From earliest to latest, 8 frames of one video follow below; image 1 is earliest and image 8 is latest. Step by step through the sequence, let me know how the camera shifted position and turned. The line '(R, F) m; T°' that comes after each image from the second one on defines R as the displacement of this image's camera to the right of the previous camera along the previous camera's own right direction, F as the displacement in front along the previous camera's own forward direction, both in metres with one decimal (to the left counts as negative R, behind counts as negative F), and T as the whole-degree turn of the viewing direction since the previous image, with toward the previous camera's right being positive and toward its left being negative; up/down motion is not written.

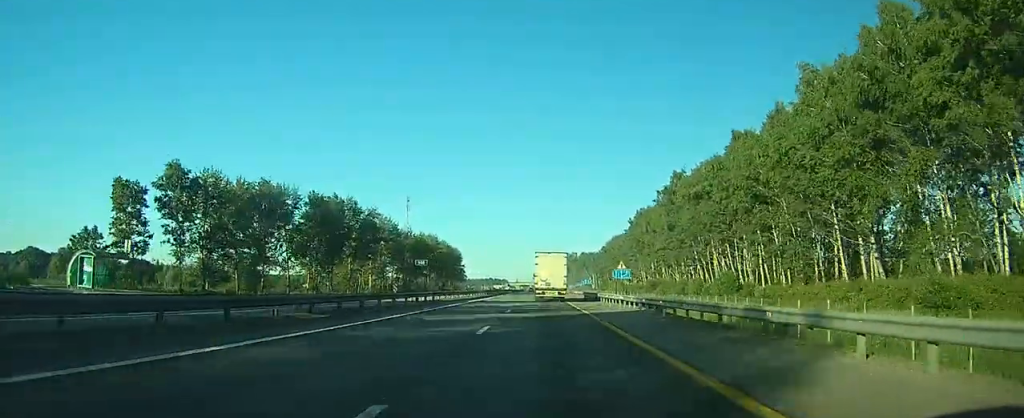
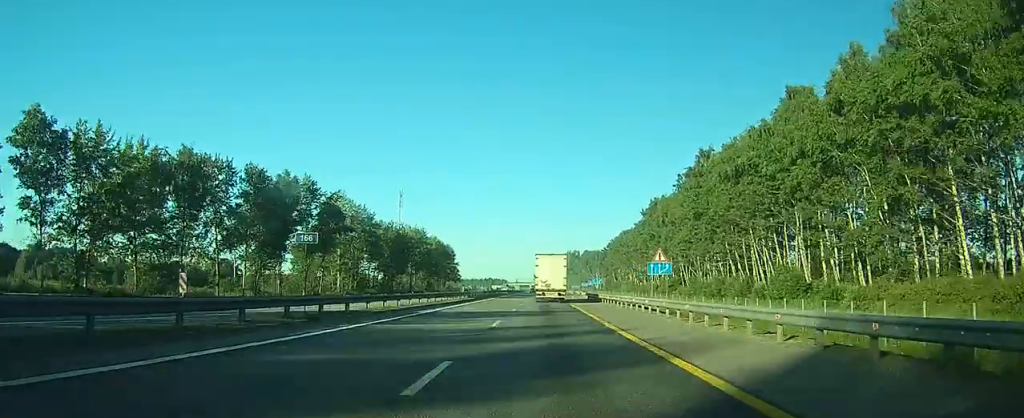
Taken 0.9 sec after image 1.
(-0.1, +20.5) m; 0°
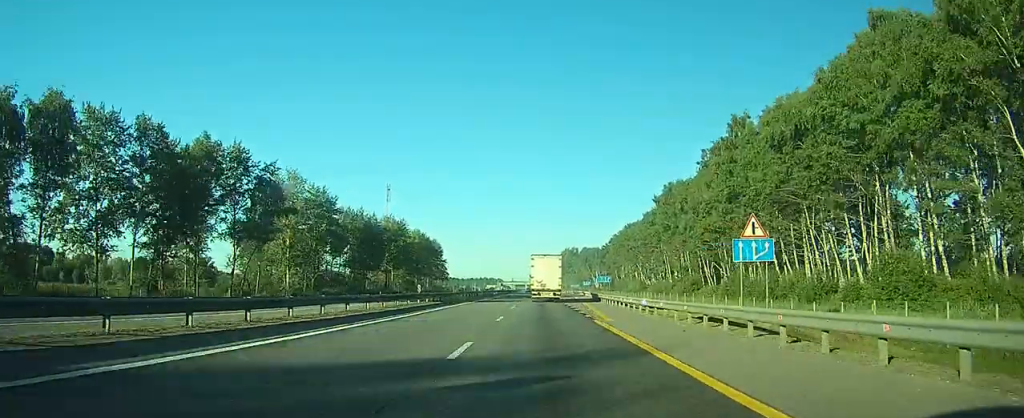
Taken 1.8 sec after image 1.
(0.0, +20.4) m; 0°
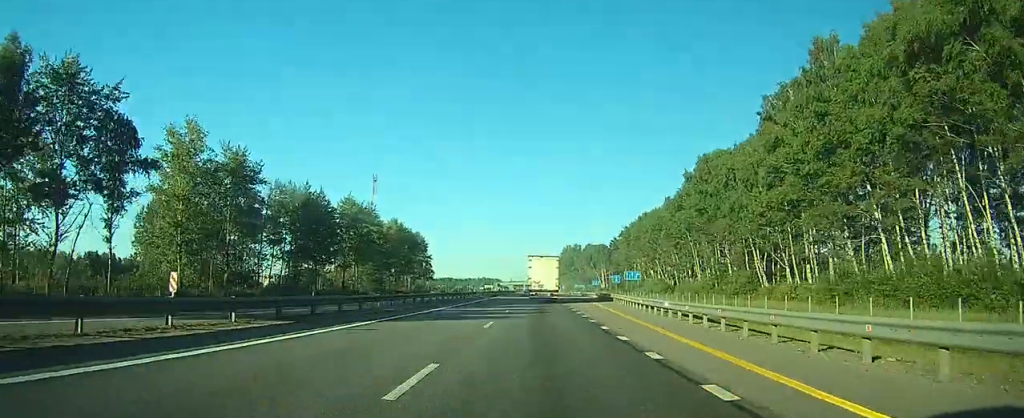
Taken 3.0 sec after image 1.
(+0.2, +27.3) m; +1°
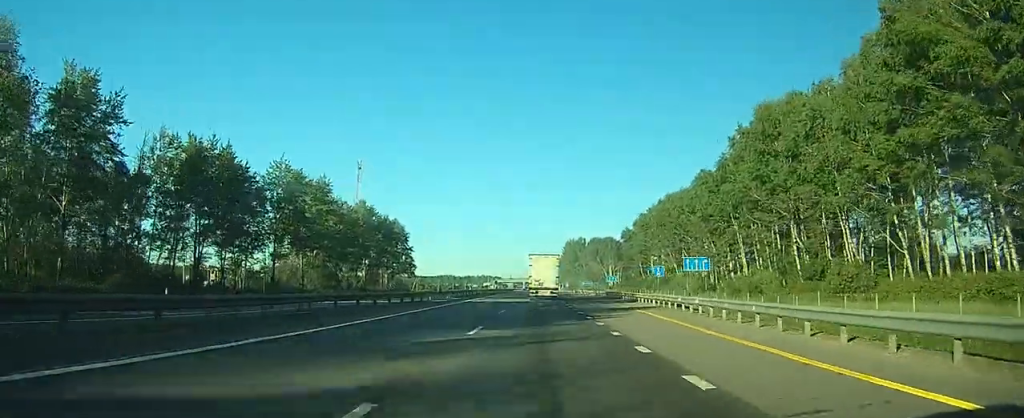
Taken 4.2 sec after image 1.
(0.0, +26.7) m; 0°
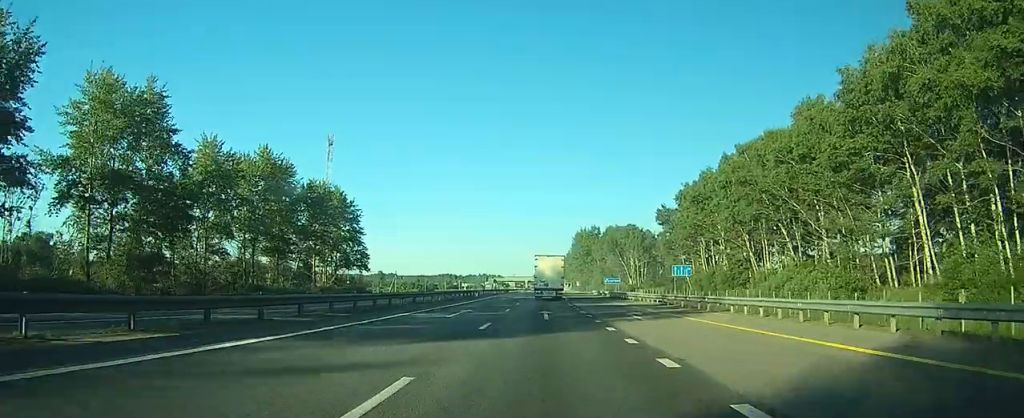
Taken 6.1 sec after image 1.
(-0.1, +45.1) m; 0°
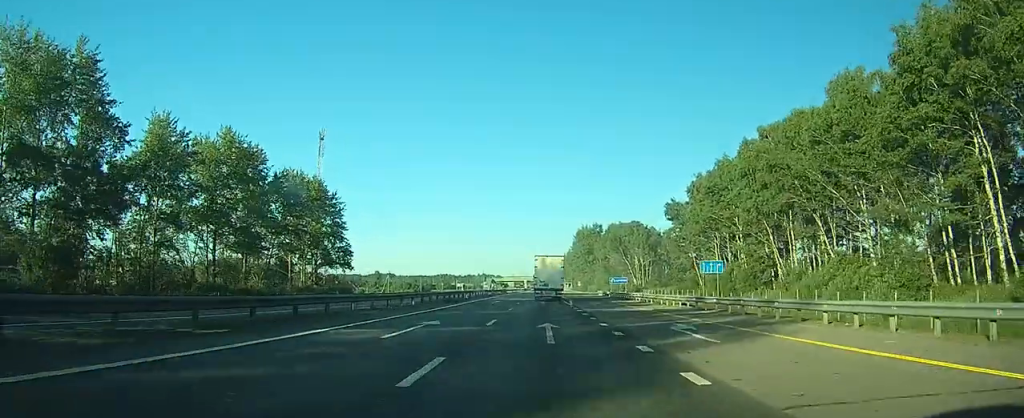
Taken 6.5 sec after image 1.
(0.0, +9.4) m; 0°
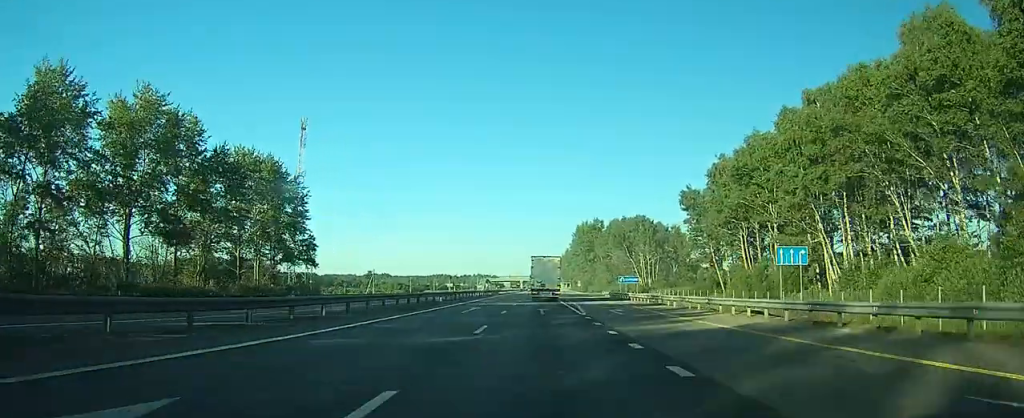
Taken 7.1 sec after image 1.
(0.0, +15.0) m; 0°
